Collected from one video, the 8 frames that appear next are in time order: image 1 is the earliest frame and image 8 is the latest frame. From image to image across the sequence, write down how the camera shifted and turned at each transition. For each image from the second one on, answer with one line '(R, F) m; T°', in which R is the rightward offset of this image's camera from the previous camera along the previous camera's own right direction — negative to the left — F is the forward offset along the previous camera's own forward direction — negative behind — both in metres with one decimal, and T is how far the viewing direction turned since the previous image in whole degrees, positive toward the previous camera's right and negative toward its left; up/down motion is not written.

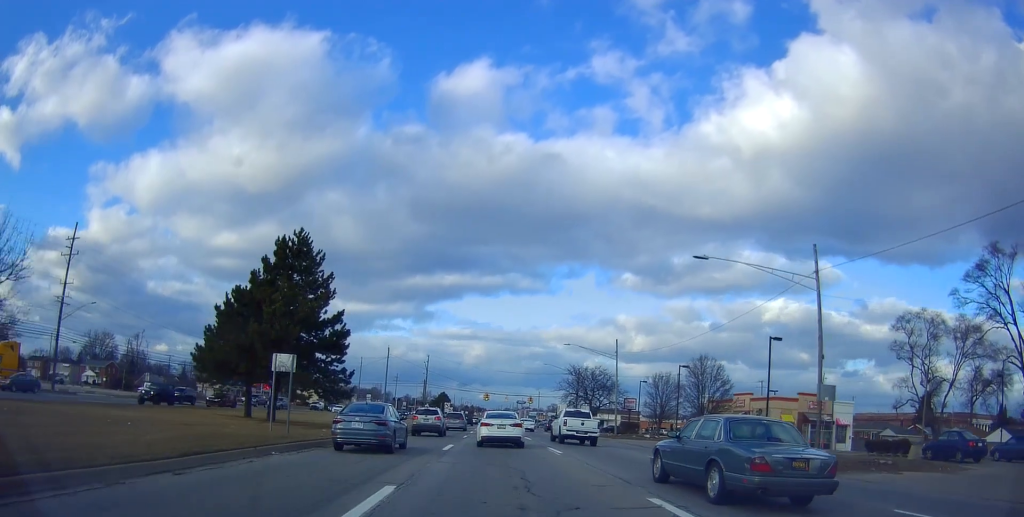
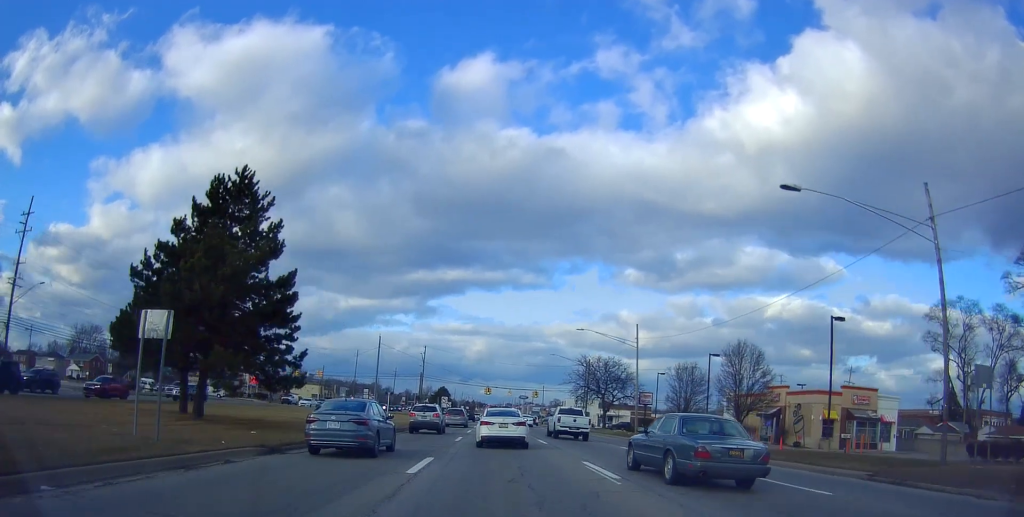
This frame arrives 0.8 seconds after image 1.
(+0.3, +9.4) m; +2°
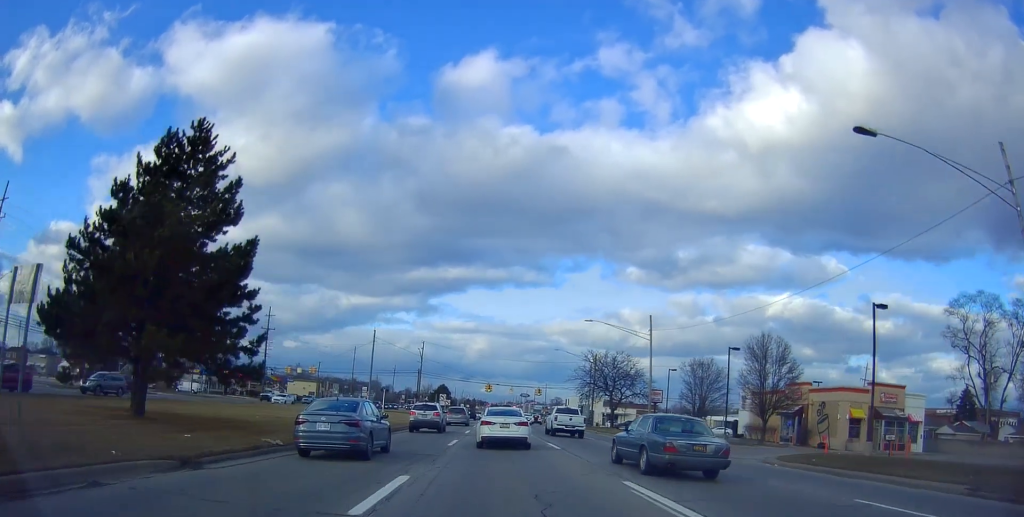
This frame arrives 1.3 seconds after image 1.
(+0.2, +5.4) m; +2°
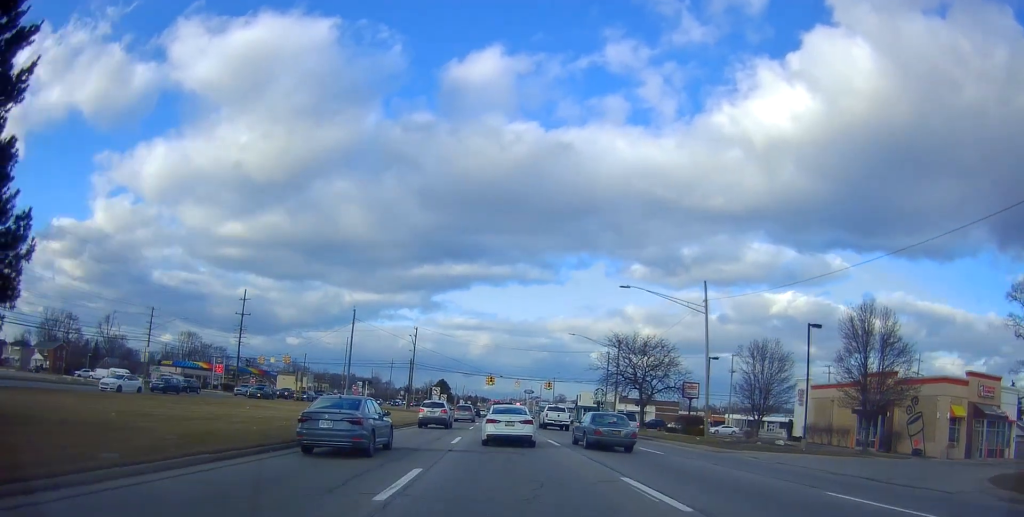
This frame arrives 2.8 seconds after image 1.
(-0.1, +16.2) m; -3°
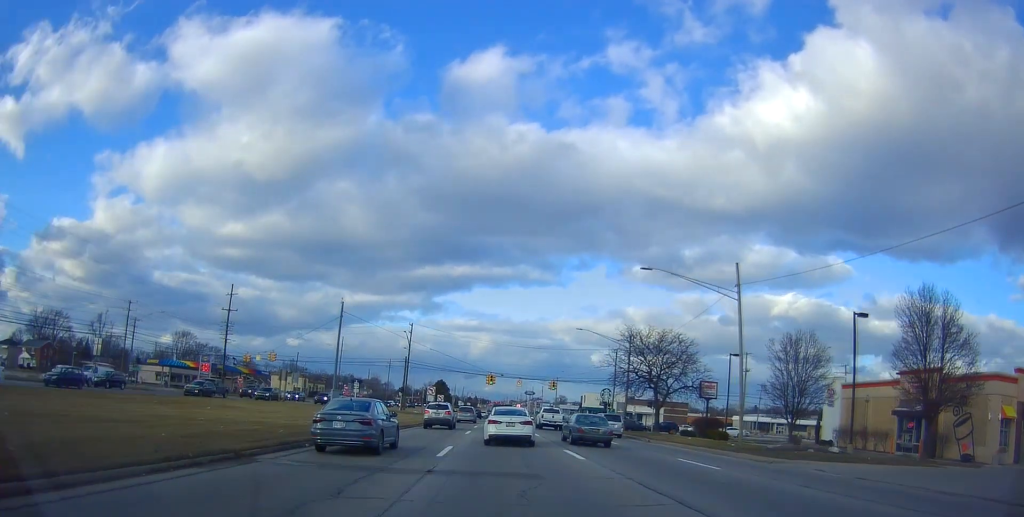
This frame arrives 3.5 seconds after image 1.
(-0.1, +6.6) m; -1°
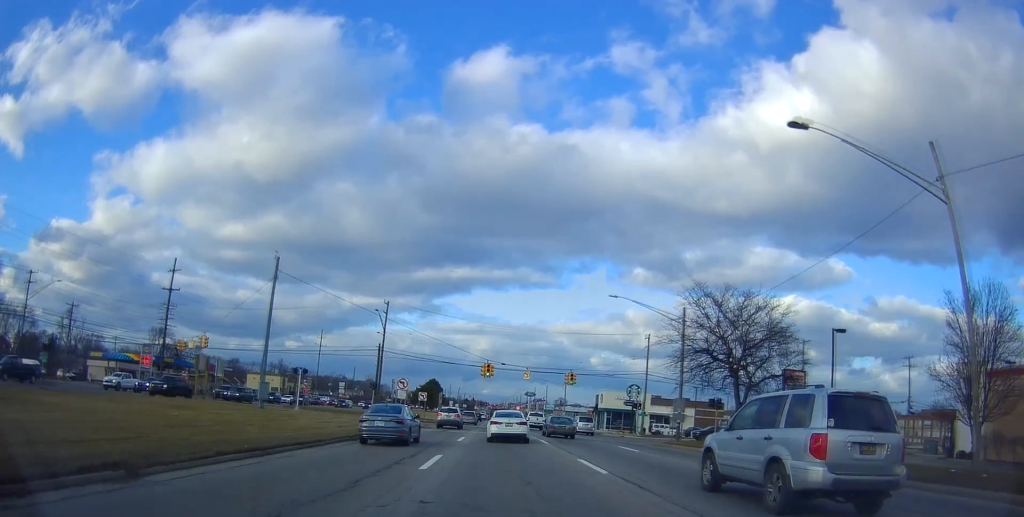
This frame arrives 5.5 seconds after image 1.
(+1.0, +19.2) m; +2°
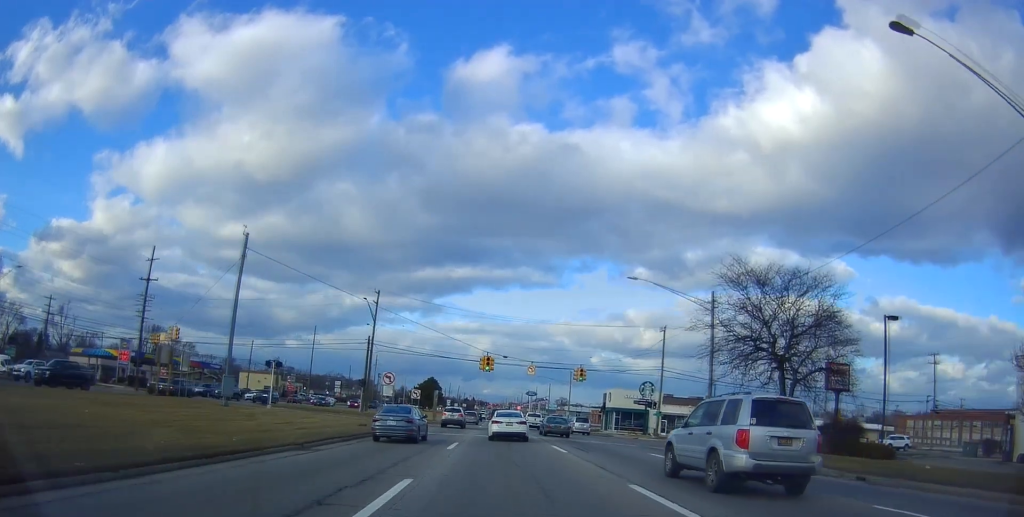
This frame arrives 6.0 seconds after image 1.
(-0.7, +5.7) m; -2°
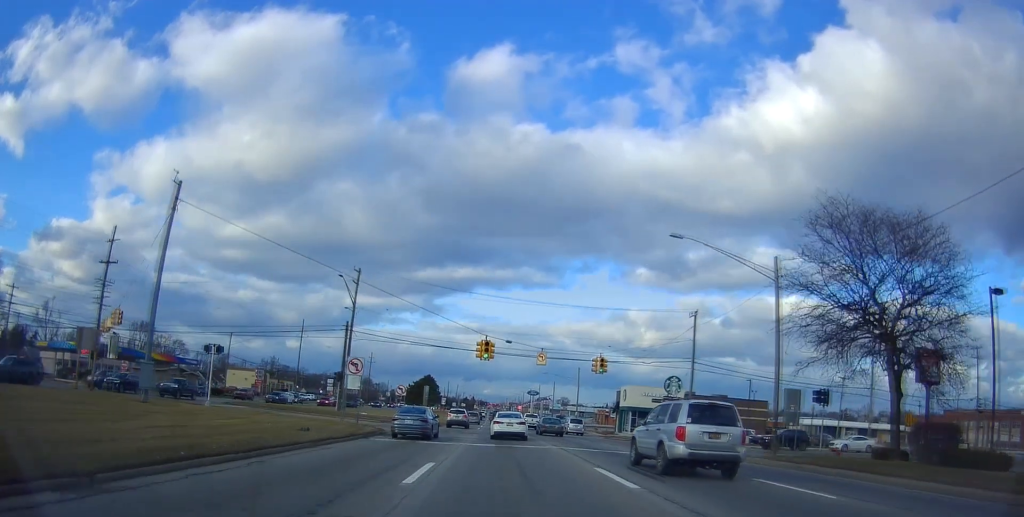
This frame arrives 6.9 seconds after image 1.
(+0.3, +9.0) m; +5°
